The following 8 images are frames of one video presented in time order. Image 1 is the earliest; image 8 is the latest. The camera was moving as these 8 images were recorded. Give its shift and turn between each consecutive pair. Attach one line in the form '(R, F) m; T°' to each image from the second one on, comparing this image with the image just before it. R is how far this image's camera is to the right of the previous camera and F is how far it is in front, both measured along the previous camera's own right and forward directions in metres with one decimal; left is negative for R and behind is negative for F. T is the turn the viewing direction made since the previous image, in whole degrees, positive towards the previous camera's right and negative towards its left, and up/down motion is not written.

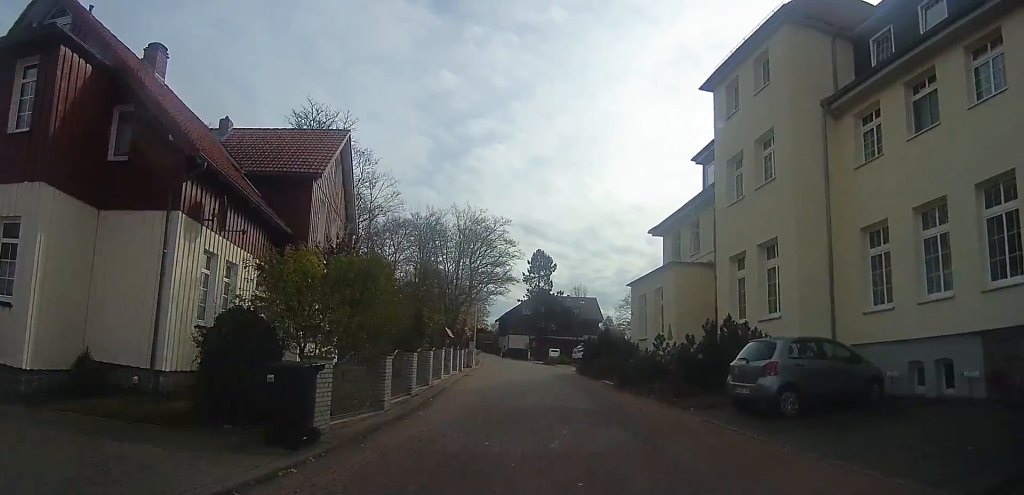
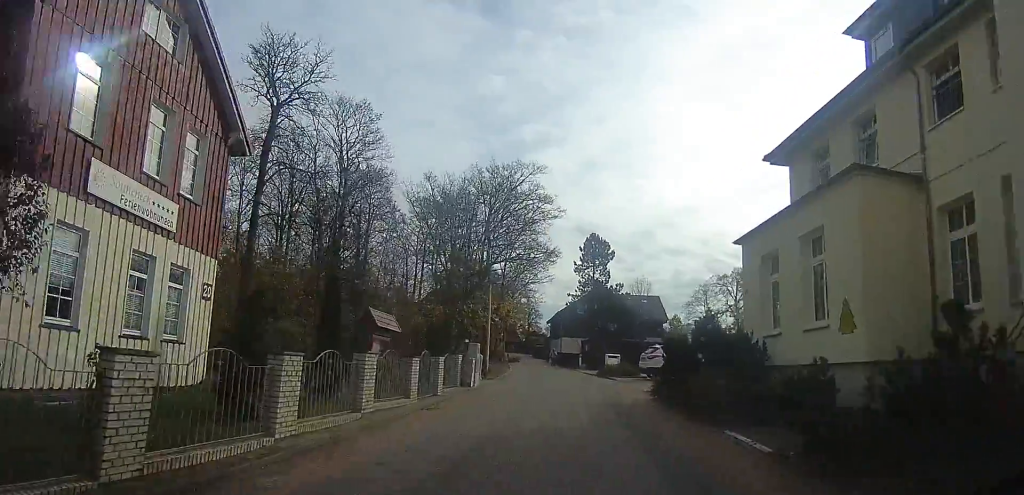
(-1.1, +11.6) m; -14°
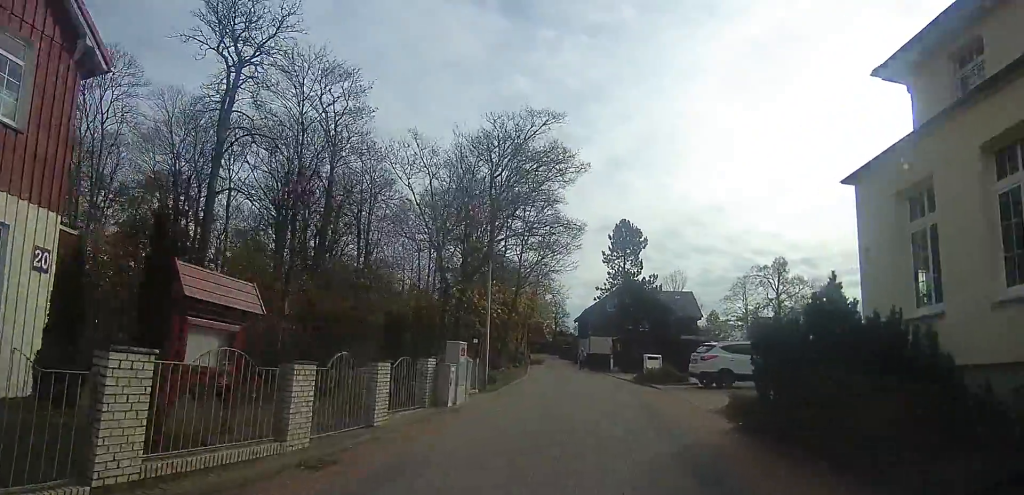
(-0.1, +5.5) m; -1°
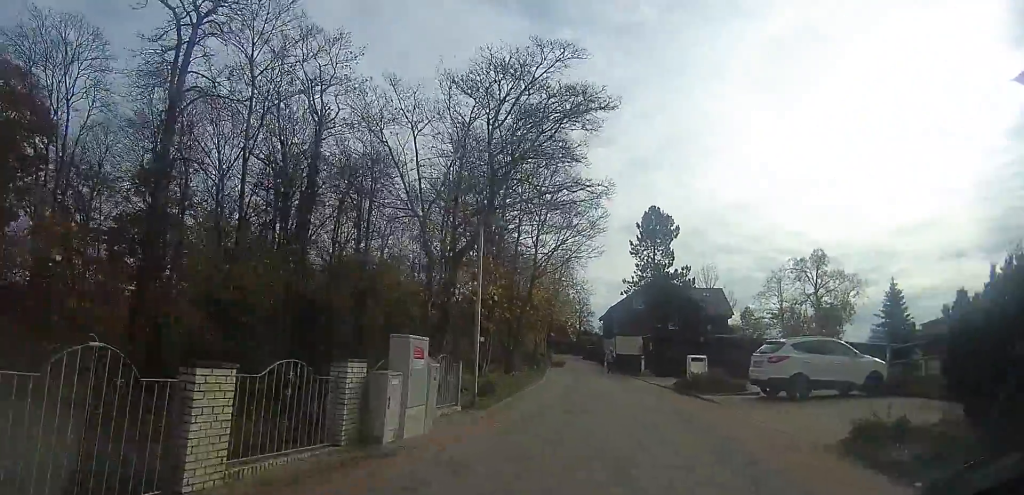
(+0.2, +4.3) m; -1°
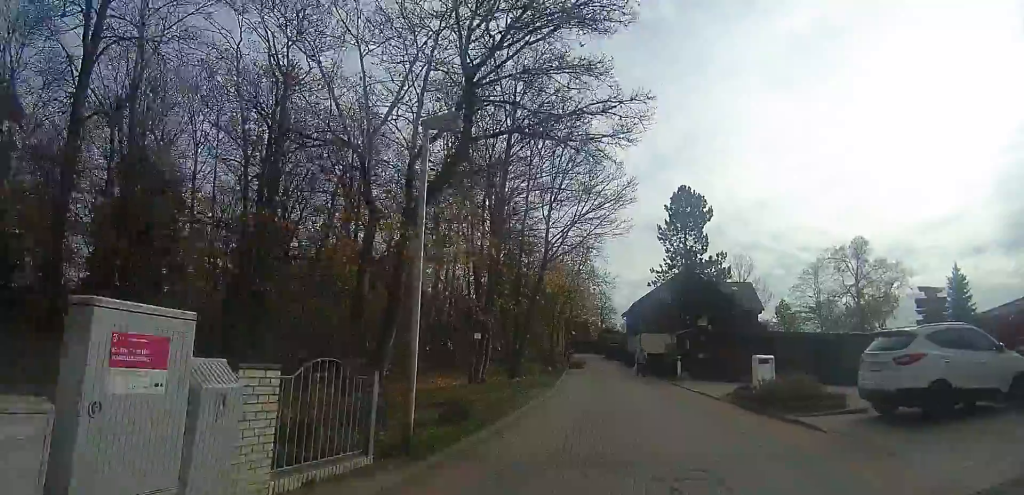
(-0.3, +5.1) m; -4°
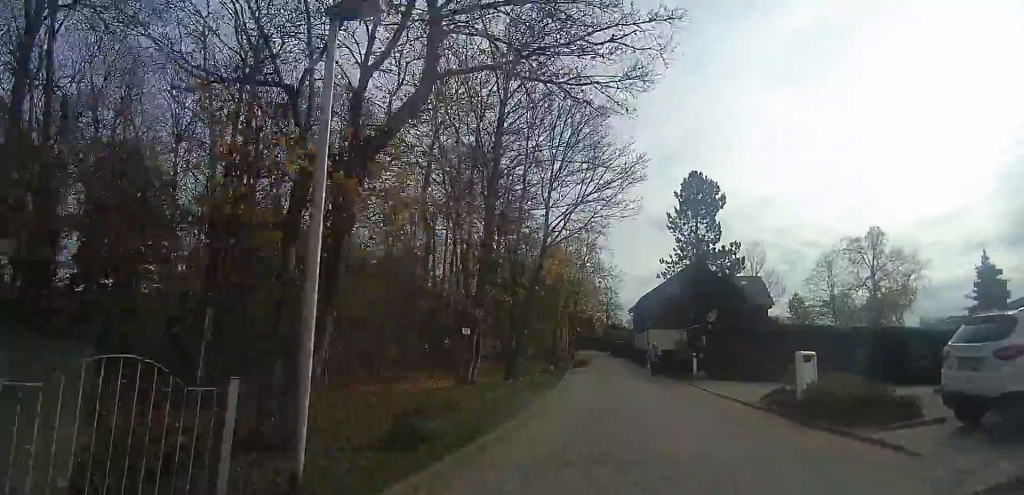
(0.0, +2.5) m; 0°
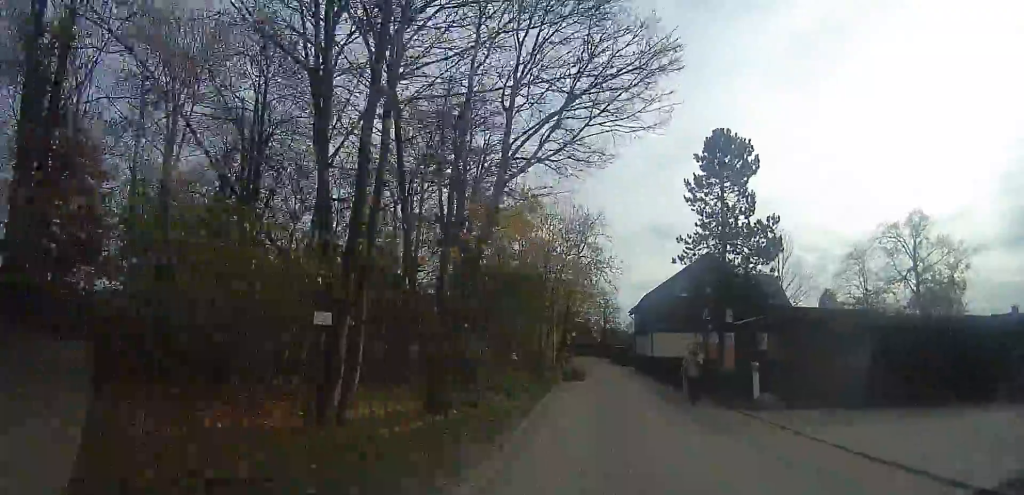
(0.0, +8.8) m; 0°
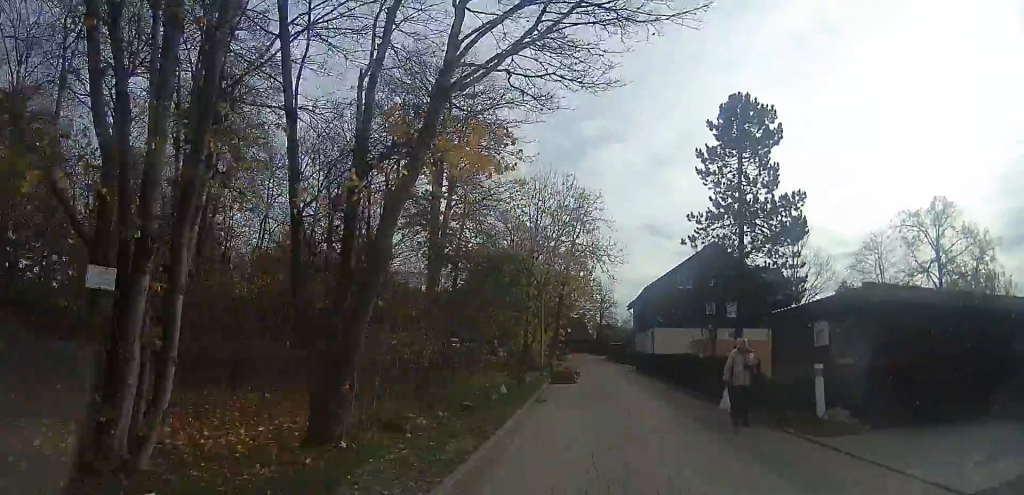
(0.0, +4.2) m; +2°
